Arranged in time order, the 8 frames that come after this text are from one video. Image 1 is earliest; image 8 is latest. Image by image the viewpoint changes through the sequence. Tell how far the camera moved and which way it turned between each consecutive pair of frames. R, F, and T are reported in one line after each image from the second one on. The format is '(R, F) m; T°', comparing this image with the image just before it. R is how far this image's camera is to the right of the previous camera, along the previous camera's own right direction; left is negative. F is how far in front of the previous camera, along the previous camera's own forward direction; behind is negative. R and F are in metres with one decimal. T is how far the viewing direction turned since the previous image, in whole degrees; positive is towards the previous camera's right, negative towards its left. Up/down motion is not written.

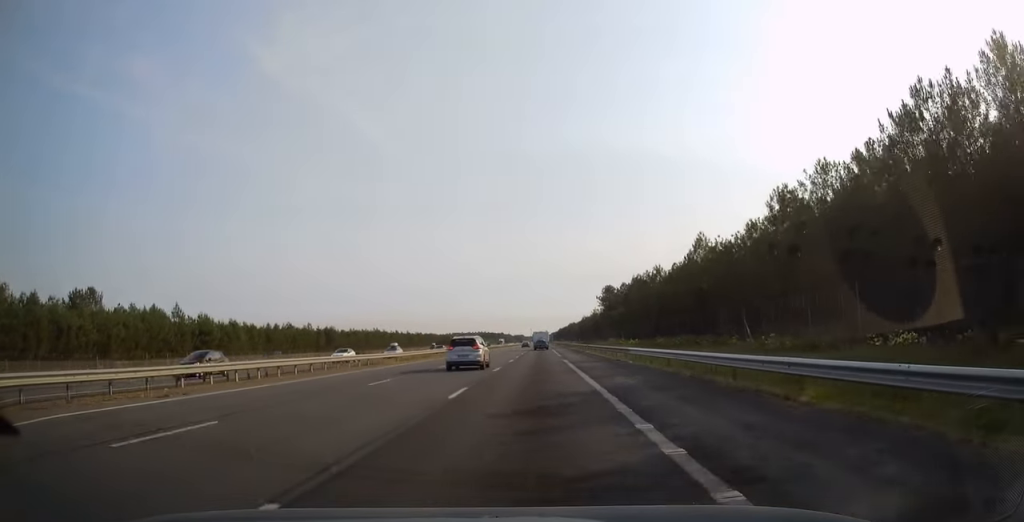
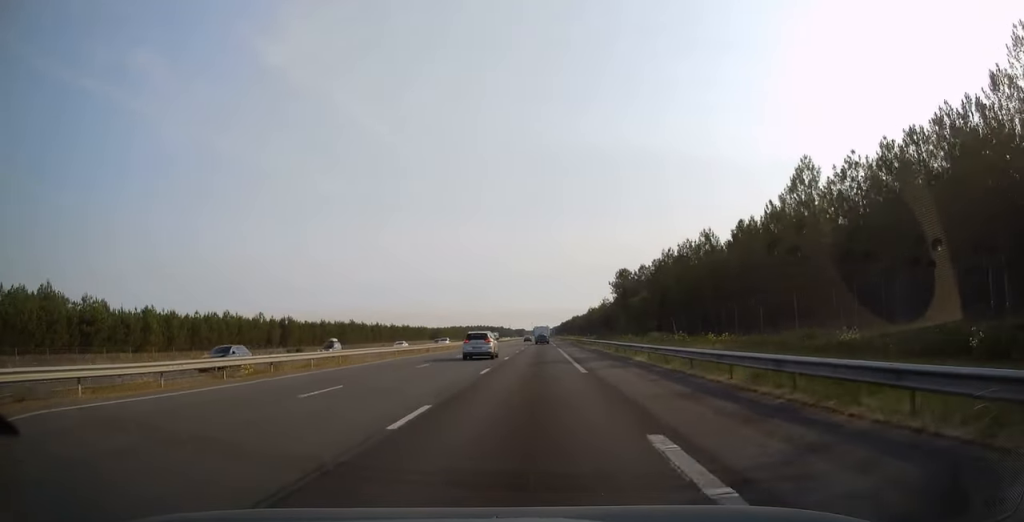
(0.0, +31.9) m; 0°
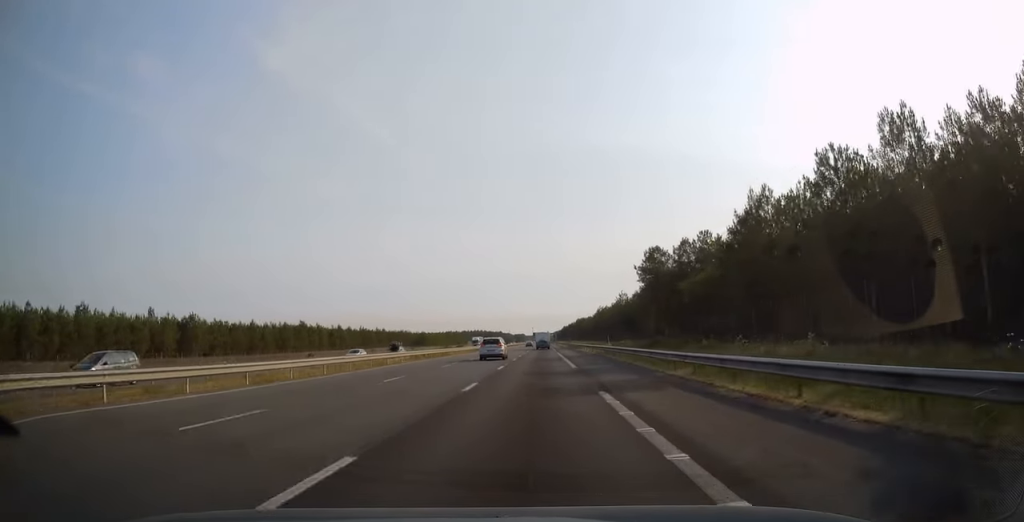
(0.0, +44.2) m; 0°
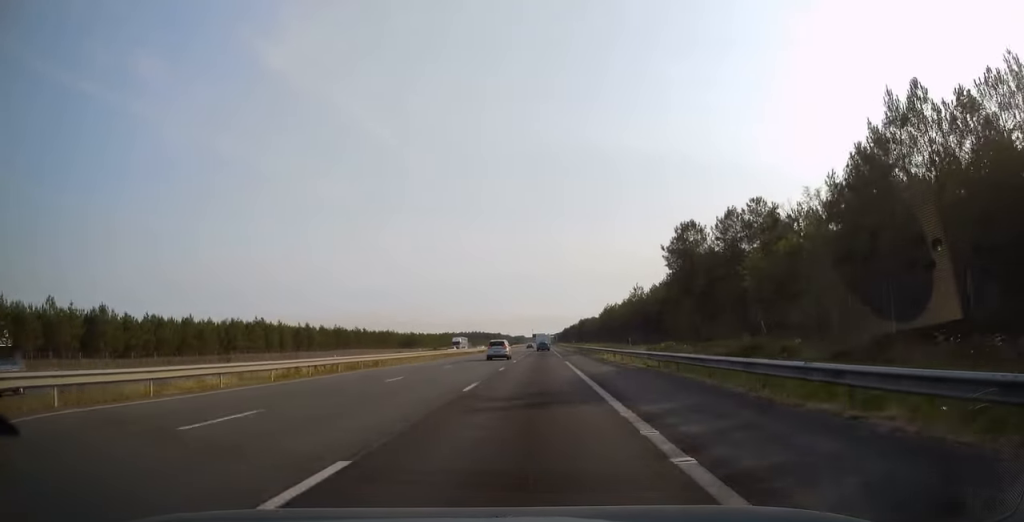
(+0.1, +26.1) m; 0°
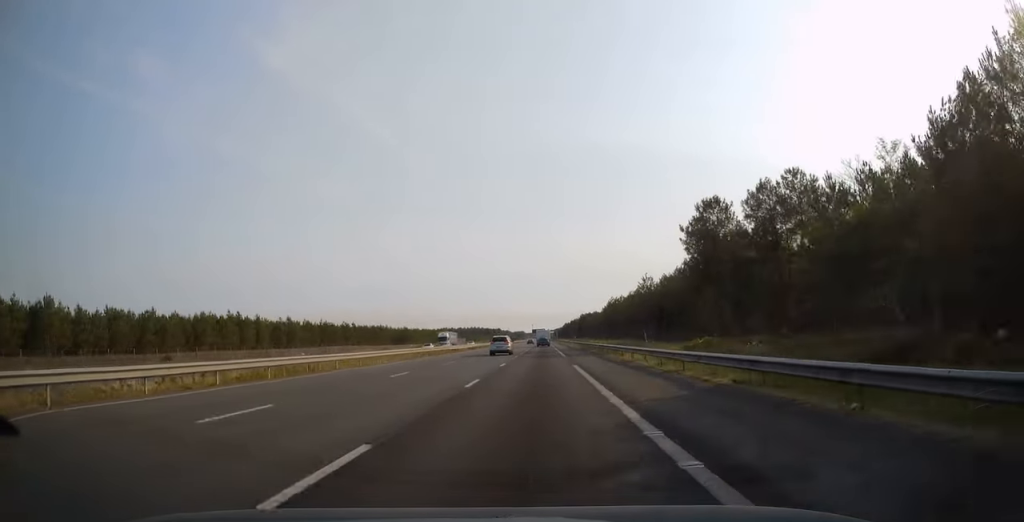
(0.0, +12.3) m; 0°
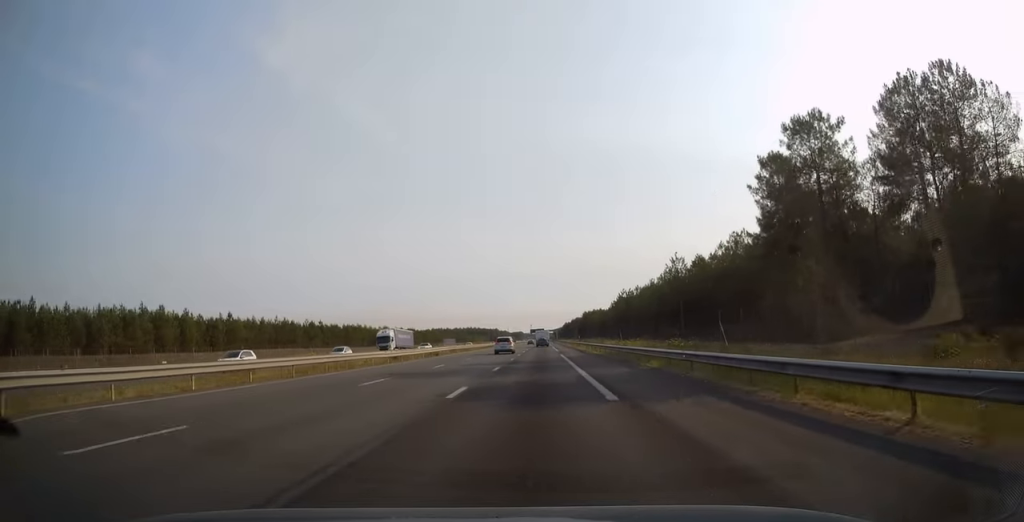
(-0.2, +29.6) m; 0°
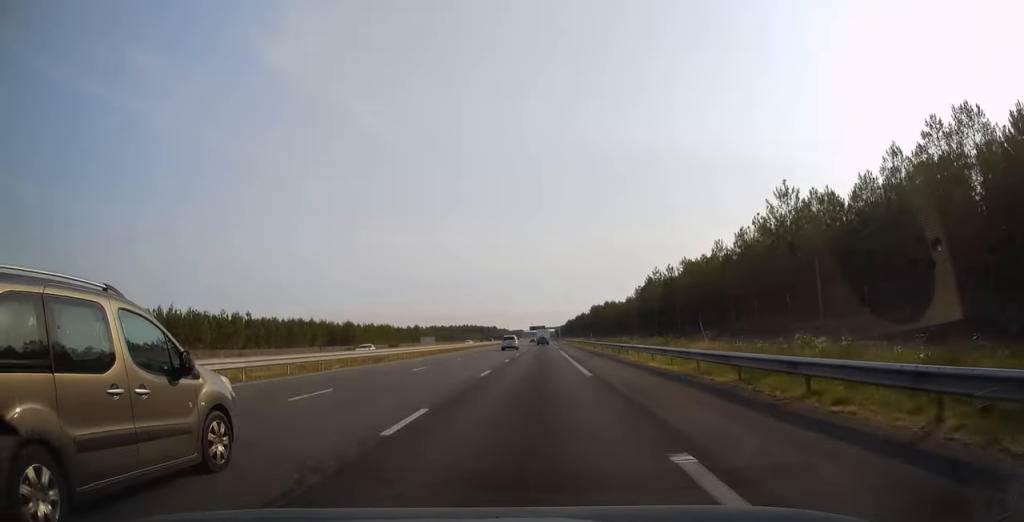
(+0.2, +44.8) m; 0°
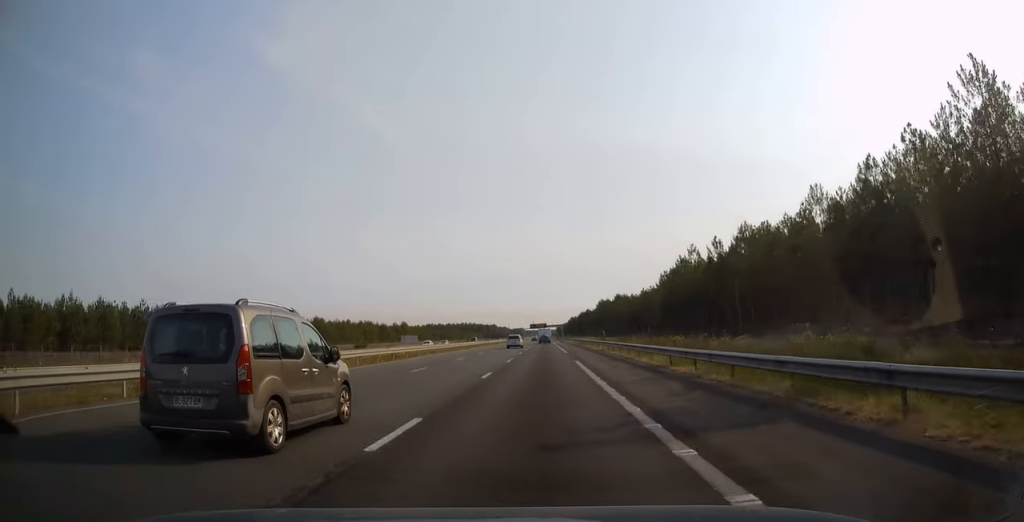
(0.0, +27.1) m; 0°
